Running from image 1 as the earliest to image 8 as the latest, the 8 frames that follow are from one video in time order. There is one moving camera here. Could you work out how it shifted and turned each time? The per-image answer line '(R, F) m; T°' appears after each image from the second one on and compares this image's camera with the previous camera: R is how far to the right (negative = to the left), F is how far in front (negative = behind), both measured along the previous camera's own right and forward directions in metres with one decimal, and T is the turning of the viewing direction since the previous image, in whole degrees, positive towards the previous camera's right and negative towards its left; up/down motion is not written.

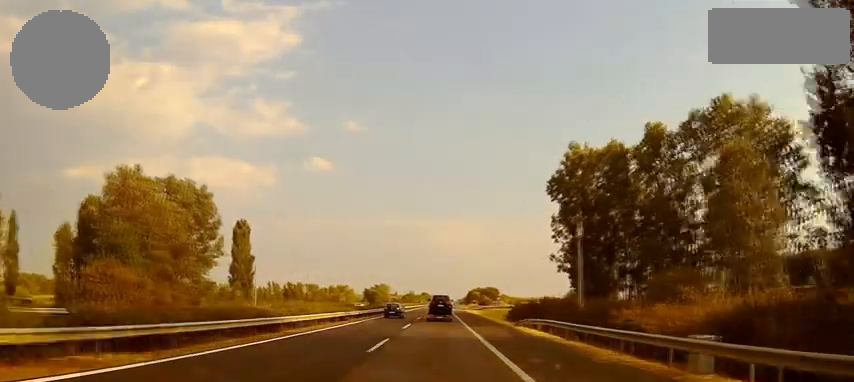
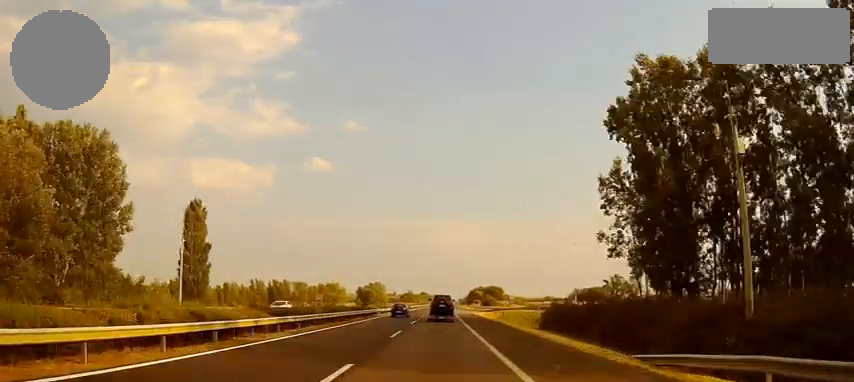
(0.0, +27.9) m; 0°
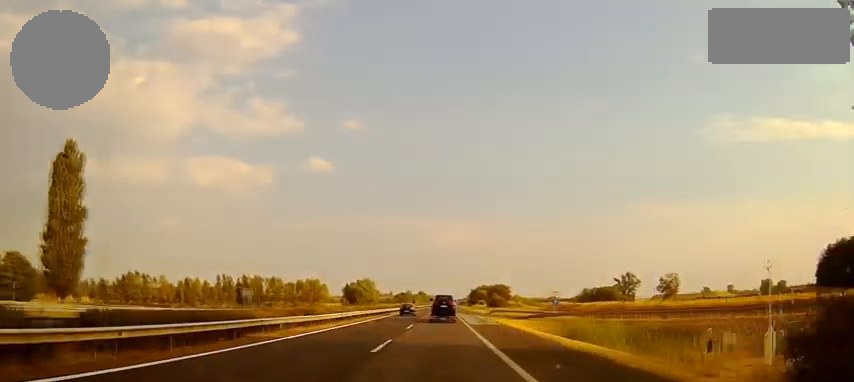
(-0.1, +44.3) m; 0°
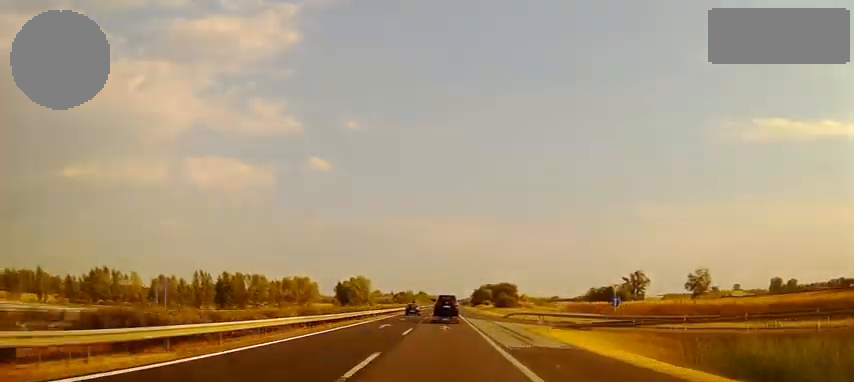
(+0.1, +25.1) m; 0°
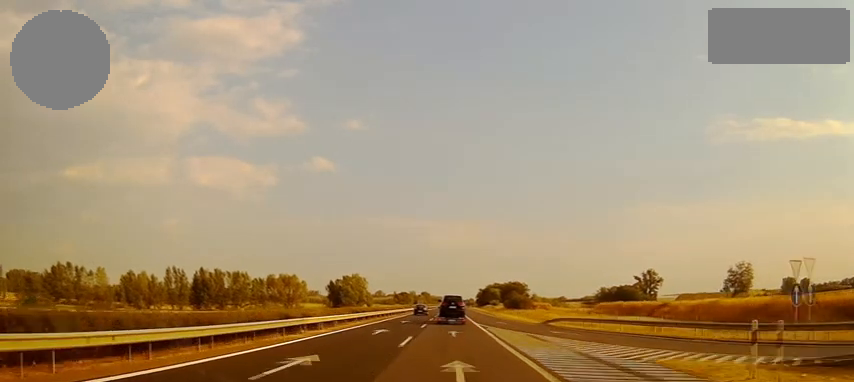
(0.0, +27.0) m; 0°
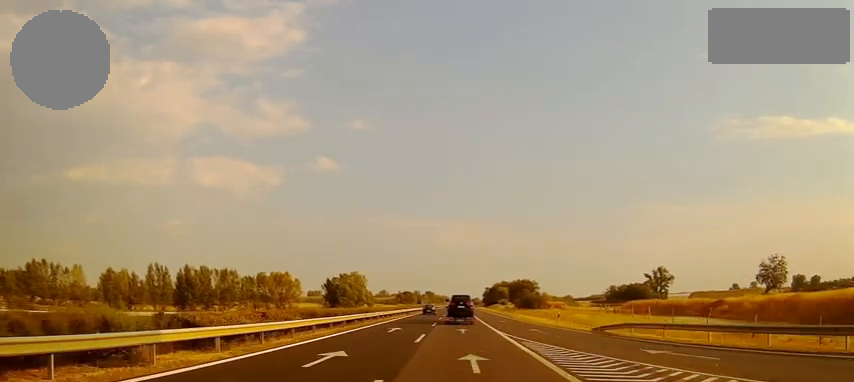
(-0.1, +16.5) m; 0°
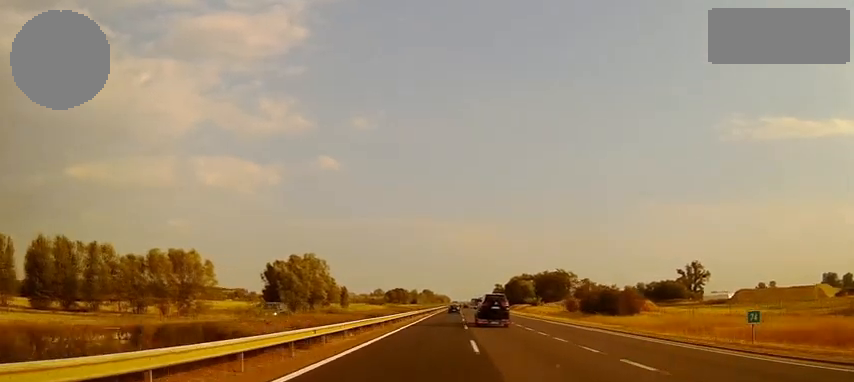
(-0.2, +76.0) m; 0°
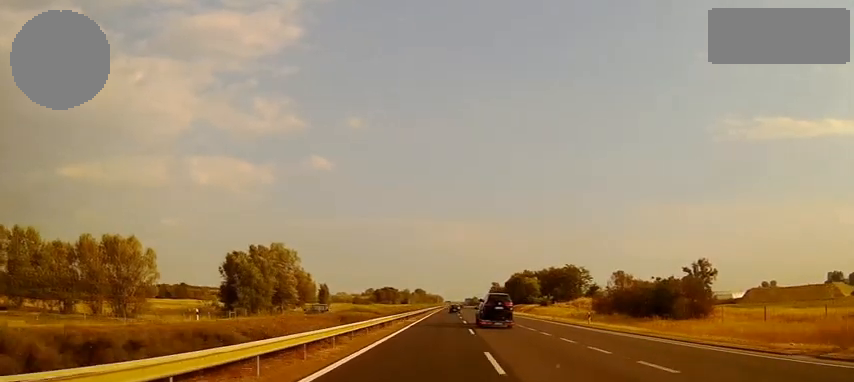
(0.0, +23.5) m; 0°
